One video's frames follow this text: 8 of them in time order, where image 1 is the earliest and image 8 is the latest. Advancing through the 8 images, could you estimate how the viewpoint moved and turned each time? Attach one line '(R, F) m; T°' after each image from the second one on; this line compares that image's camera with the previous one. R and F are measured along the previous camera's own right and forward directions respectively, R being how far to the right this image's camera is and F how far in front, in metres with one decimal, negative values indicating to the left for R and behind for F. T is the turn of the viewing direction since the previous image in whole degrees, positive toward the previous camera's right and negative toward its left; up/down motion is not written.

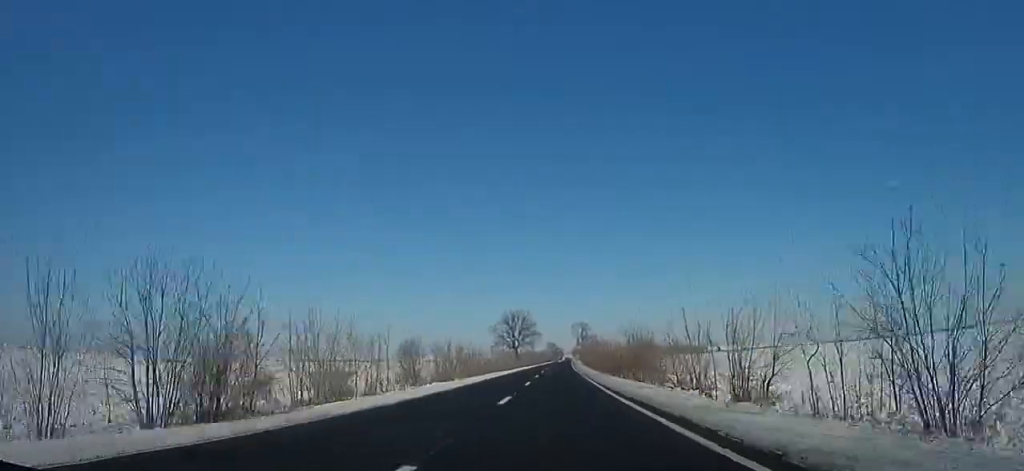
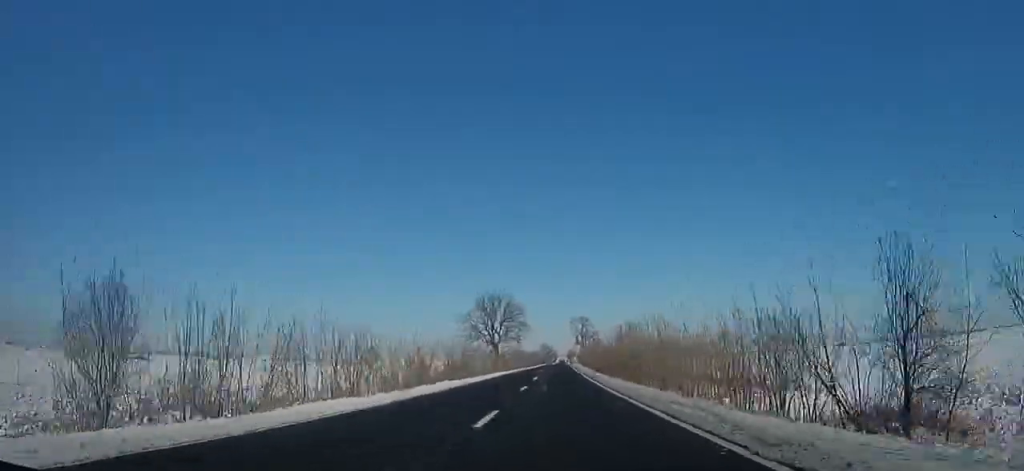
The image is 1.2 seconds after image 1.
(+0.2, +29.3) m; +1°
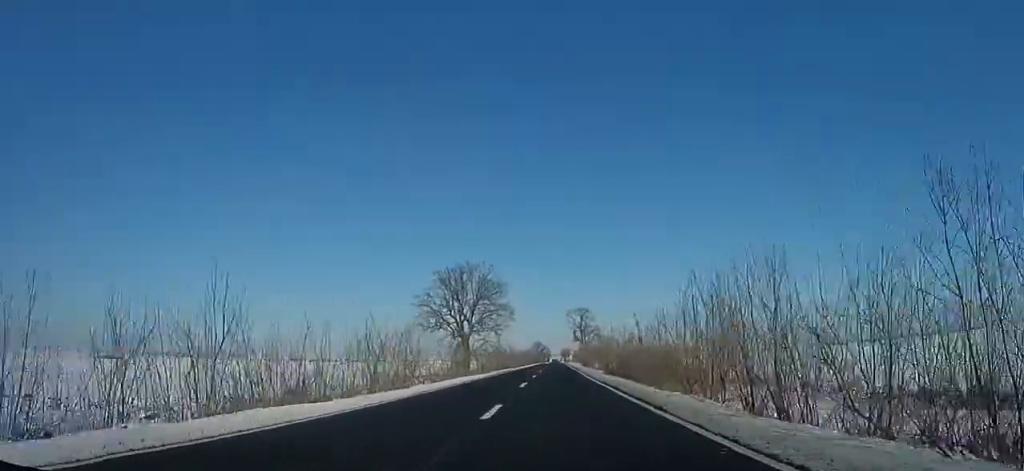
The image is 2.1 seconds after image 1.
(+0.6, +22.7) m; 0°
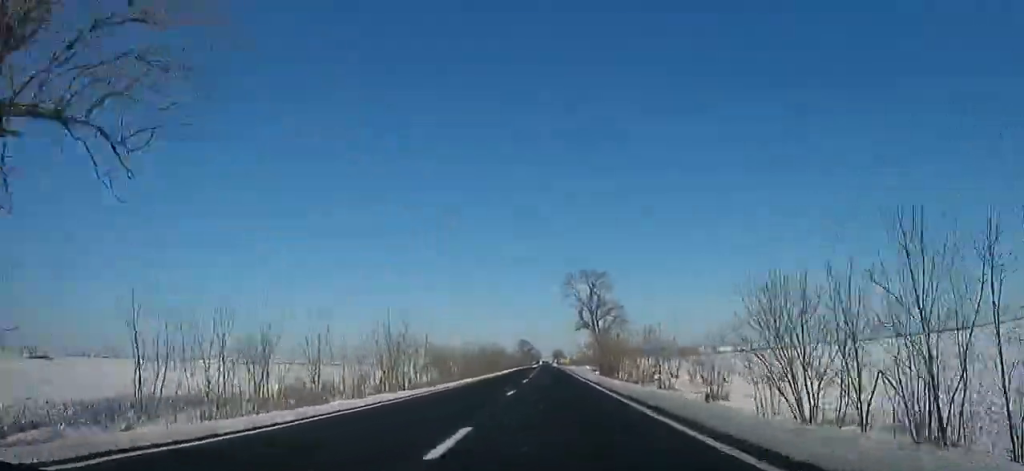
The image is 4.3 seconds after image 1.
(-0.4, +51.5) m; 0°
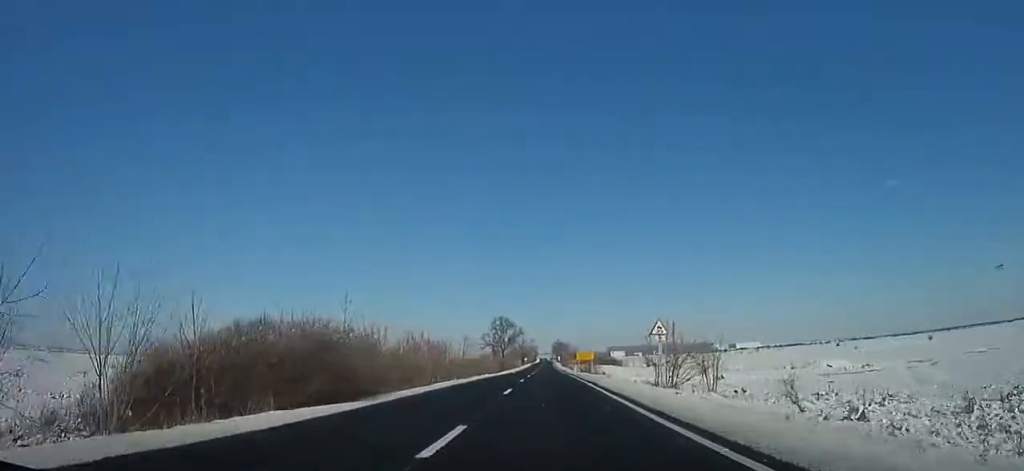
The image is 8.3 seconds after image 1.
(+1.7, +95.9) m; +1°
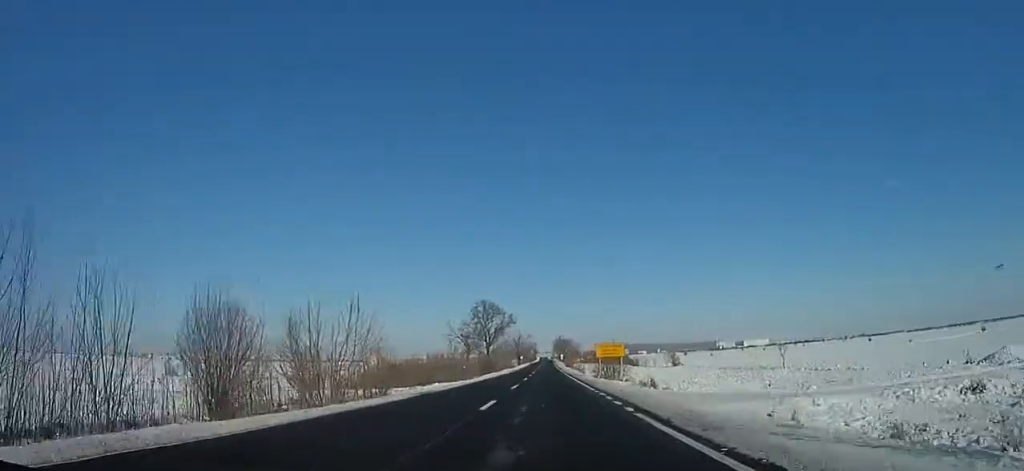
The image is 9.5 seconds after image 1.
(0.0, +29.3) m; 0°
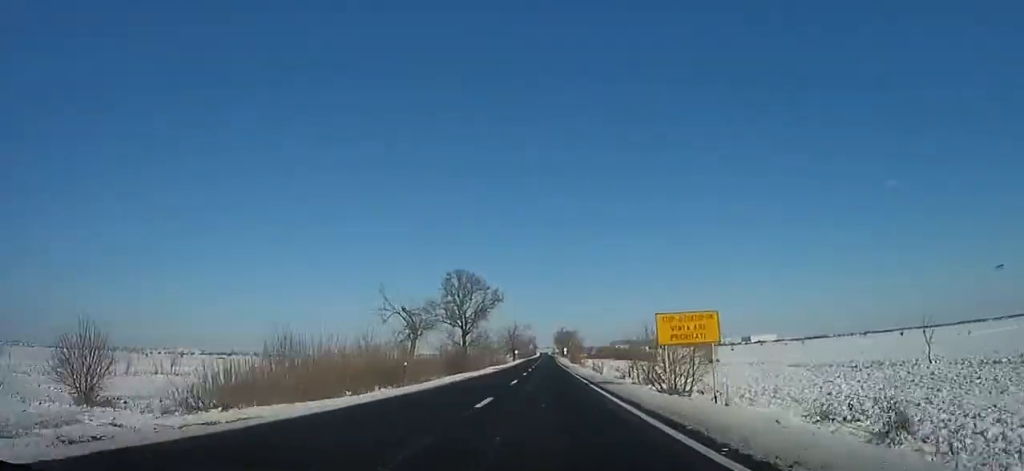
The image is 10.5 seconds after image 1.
(-0.1, +24.5) m; 0°
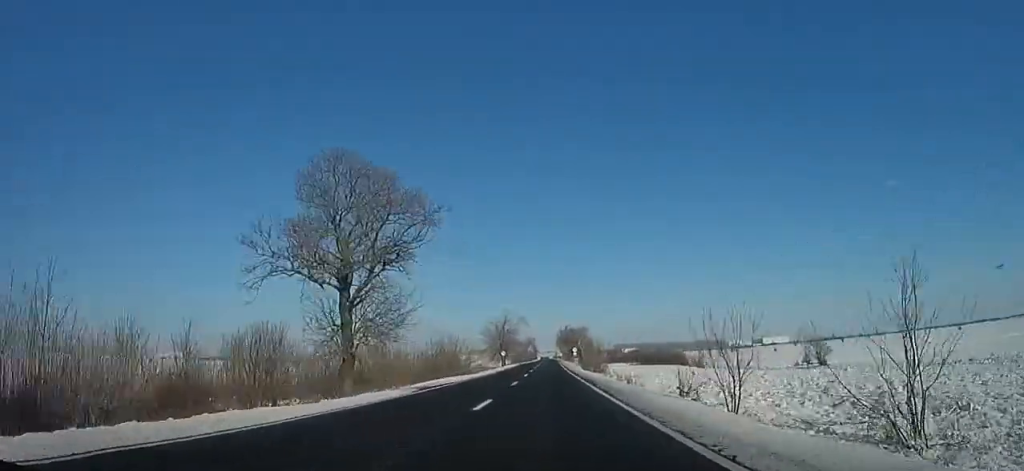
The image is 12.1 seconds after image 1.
(+0.2, +36.0) m; -1°
